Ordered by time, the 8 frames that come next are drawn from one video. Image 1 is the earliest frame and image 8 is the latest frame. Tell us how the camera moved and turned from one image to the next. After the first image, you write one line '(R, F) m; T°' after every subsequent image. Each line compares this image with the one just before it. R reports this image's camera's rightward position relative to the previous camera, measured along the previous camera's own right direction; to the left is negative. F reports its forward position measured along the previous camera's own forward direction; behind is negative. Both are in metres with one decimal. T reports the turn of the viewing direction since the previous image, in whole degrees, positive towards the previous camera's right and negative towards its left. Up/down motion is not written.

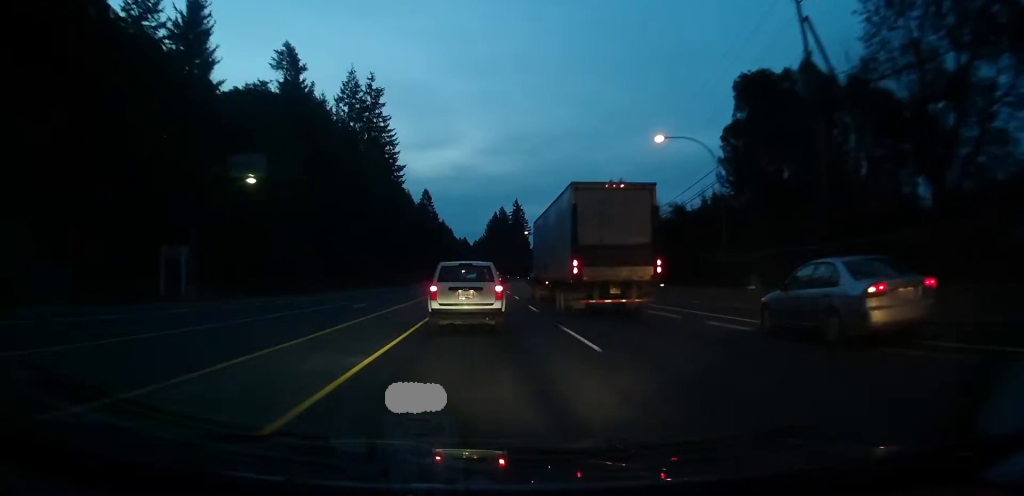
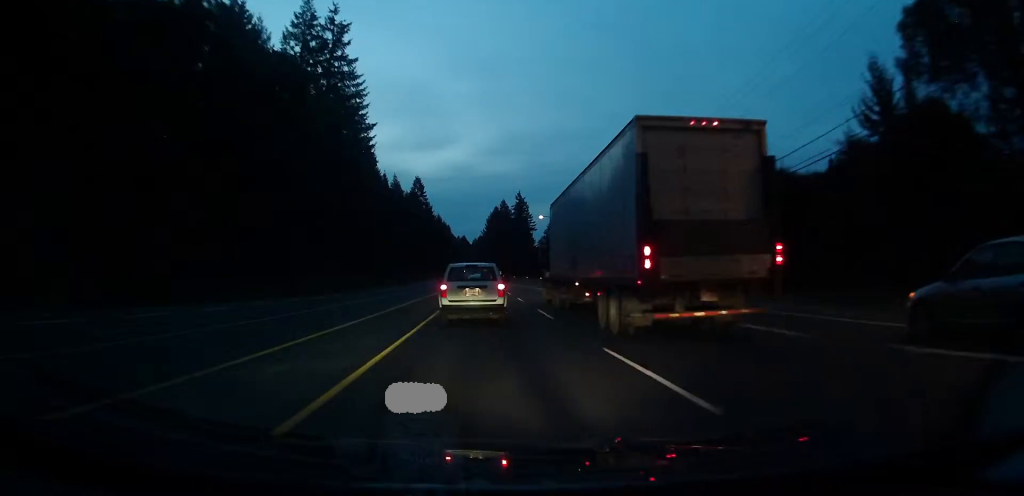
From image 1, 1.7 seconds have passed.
(-1.1, +29.7) m; -2°
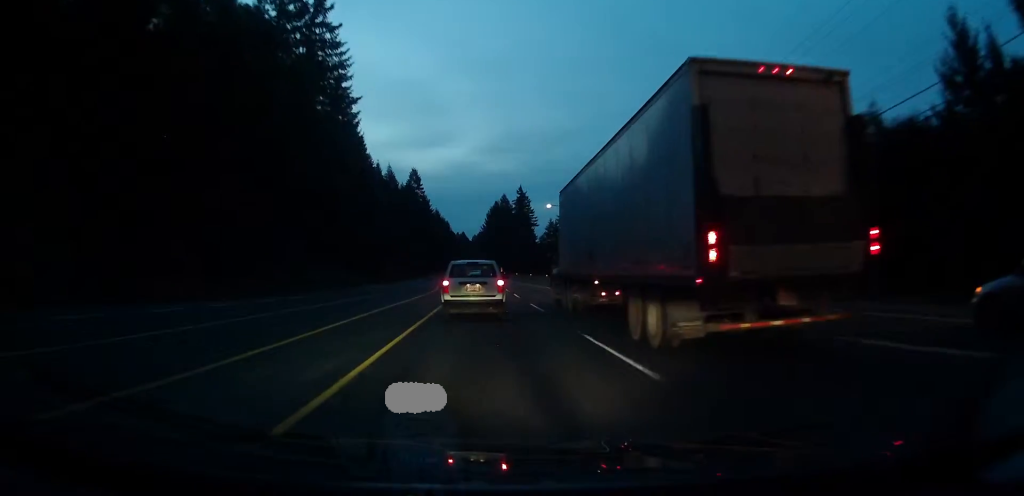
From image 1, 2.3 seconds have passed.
(0.0, +10.2) m; 0°
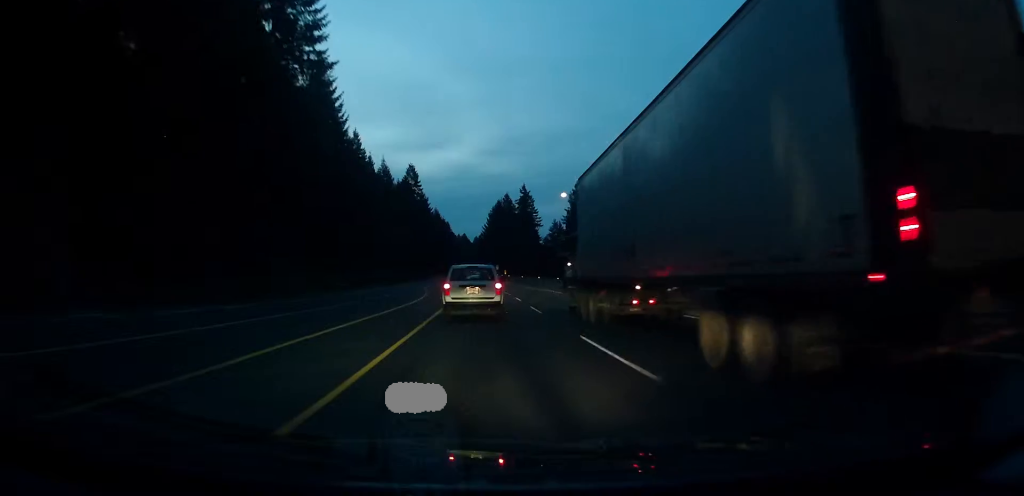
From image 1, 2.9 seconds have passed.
(0.0, +12.3) m; 0°
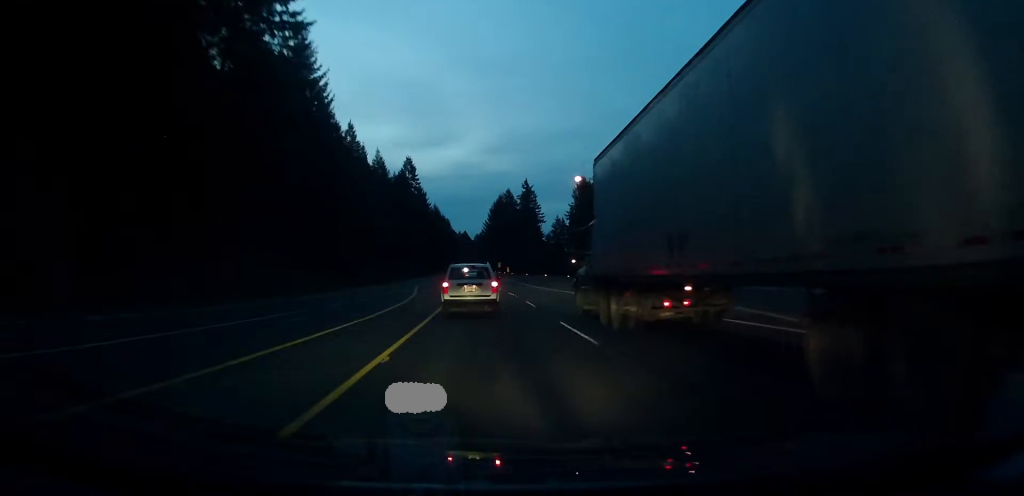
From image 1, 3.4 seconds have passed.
(0.0, +8.9) m; 0°
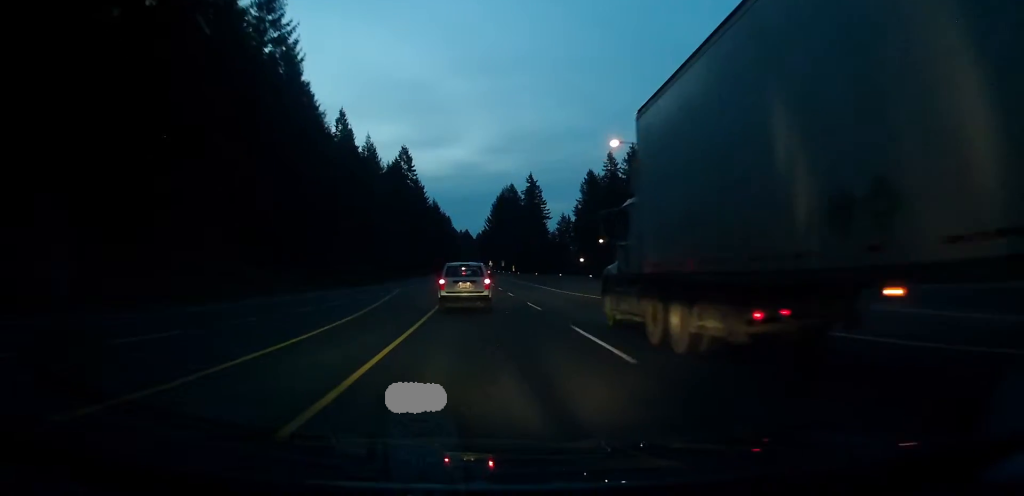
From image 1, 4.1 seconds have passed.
(0.0, +14.3) m; 0°
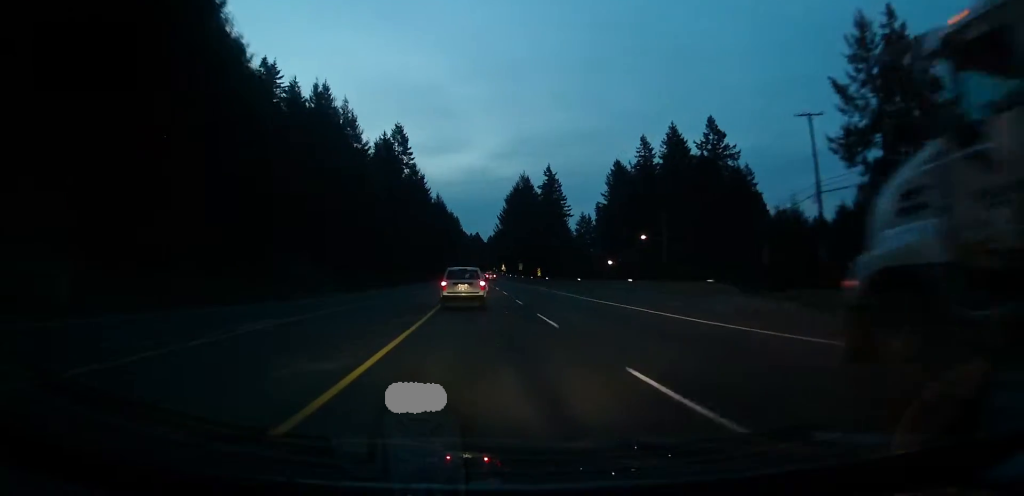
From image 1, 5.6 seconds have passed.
(+0.3, +30.4) m; +2°
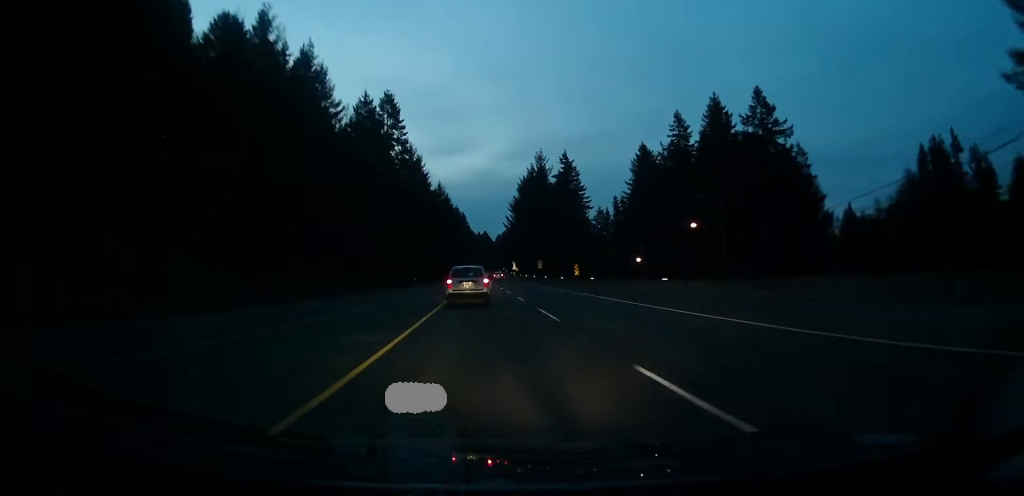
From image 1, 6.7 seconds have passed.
(+0.3, +25.2) m; 0°
